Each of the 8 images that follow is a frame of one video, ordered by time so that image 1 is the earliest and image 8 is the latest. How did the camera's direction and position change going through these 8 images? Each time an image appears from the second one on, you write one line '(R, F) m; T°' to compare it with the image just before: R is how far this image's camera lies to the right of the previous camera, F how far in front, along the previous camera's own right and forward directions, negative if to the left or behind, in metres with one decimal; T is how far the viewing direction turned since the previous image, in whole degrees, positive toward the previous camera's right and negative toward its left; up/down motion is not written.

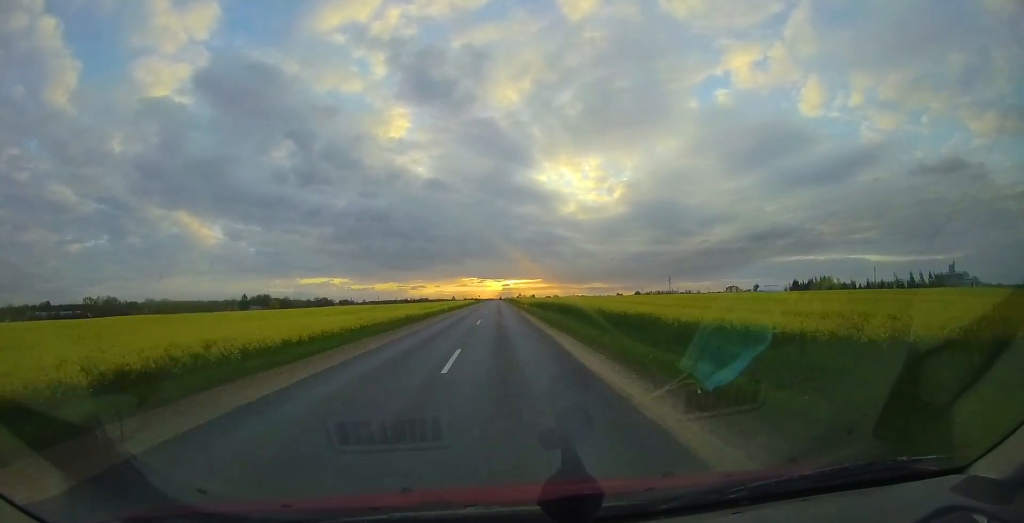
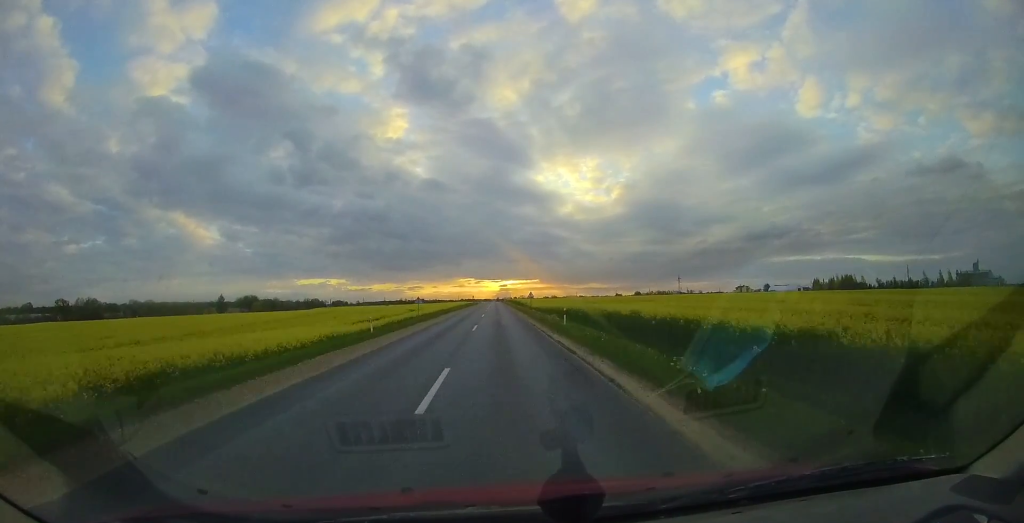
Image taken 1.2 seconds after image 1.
(-0.2, +26.3) m; 0°
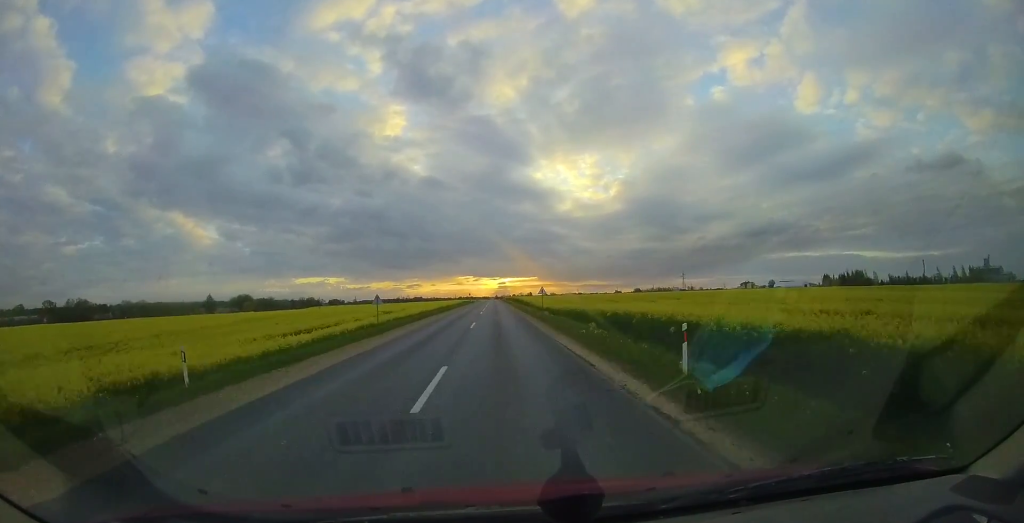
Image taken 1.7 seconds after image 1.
(0.0, +11.7) m; 0°
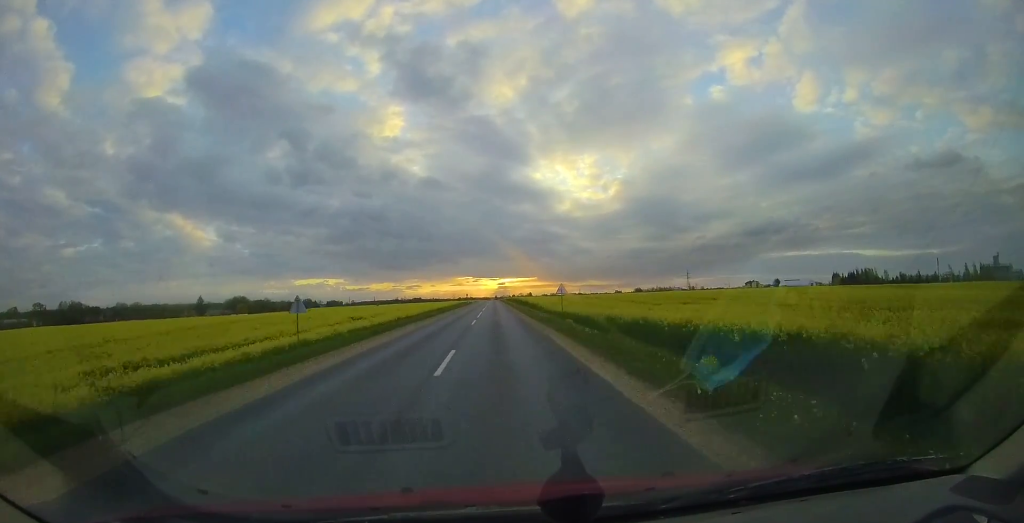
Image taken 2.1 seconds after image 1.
(0.0, +10.2) m; 0°
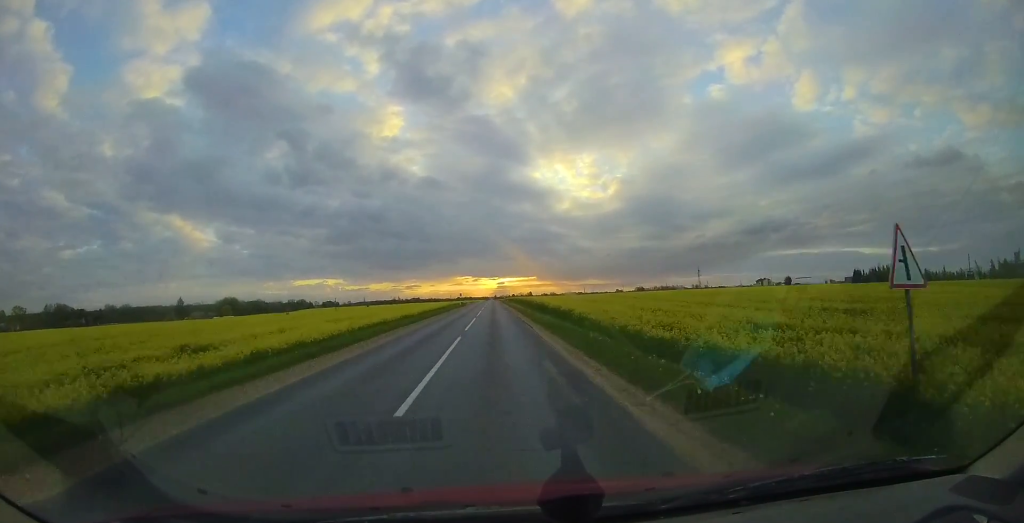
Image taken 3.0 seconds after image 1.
(+0.3, +19.9) m; 0°
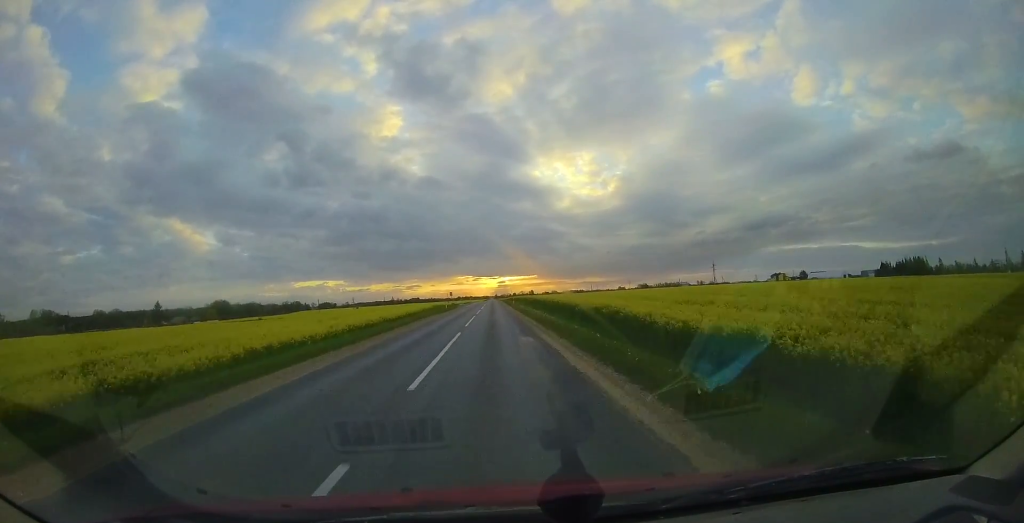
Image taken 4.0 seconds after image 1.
(0.0, +22.7) m; 0°
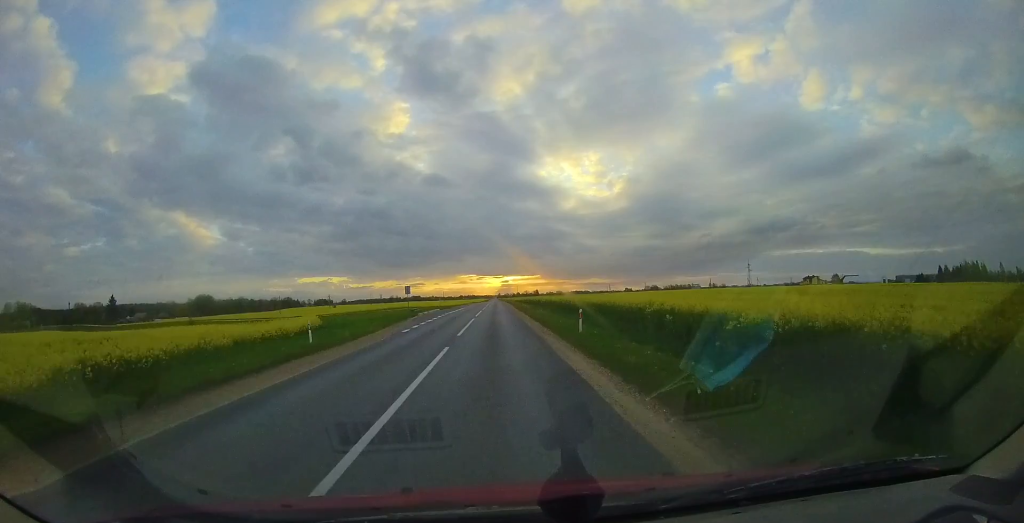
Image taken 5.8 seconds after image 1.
(-0.5, +40.8) m; -1°
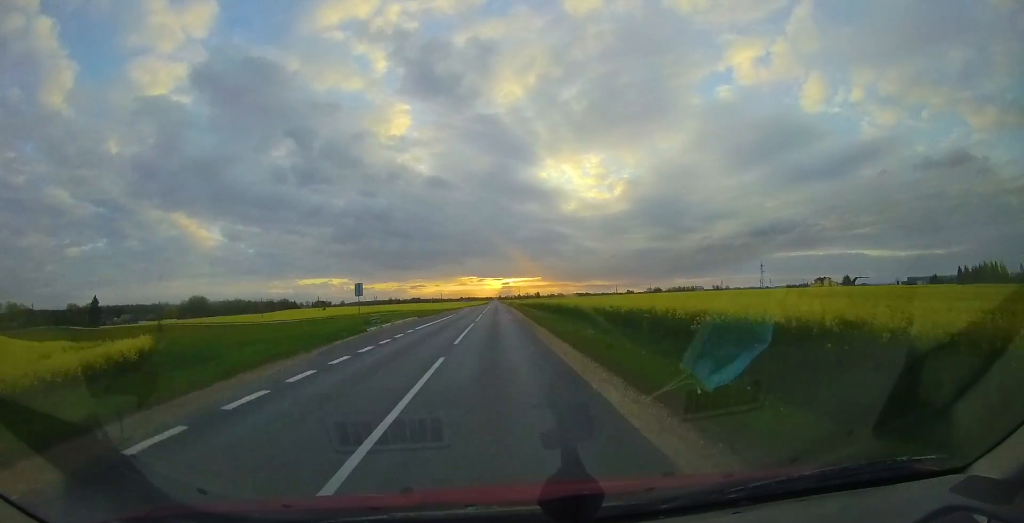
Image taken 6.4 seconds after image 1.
(-0.1, +13.7) m; 0°
